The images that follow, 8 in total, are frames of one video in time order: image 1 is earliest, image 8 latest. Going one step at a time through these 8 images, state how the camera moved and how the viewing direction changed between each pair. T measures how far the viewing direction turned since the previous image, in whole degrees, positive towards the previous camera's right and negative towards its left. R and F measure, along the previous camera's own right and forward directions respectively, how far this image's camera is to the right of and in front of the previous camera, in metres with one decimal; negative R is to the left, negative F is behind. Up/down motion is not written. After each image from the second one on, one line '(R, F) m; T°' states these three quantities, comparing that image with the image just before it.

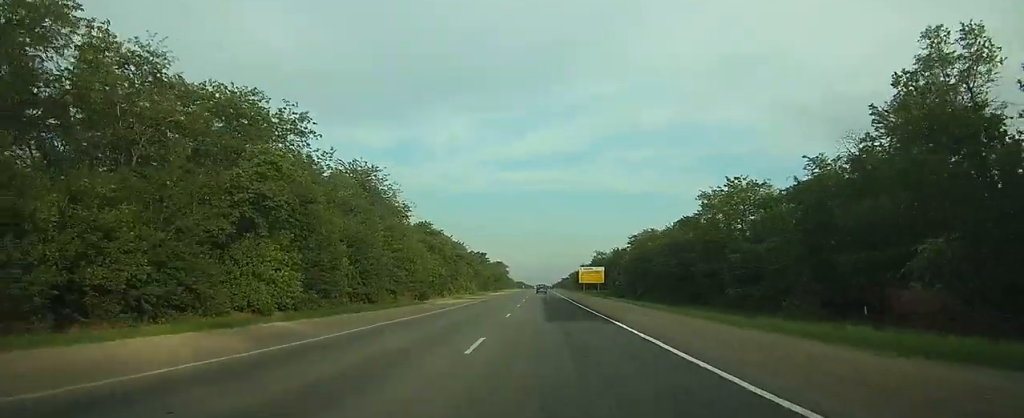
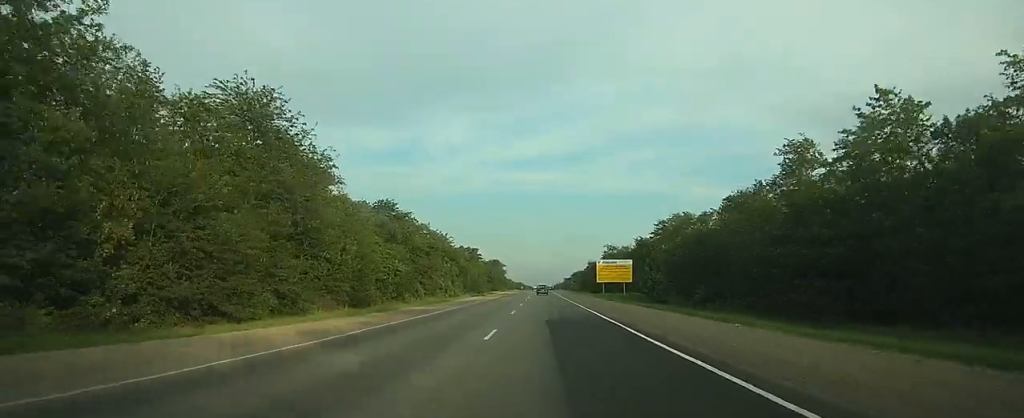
(-0.1, +32.8) m; 0°
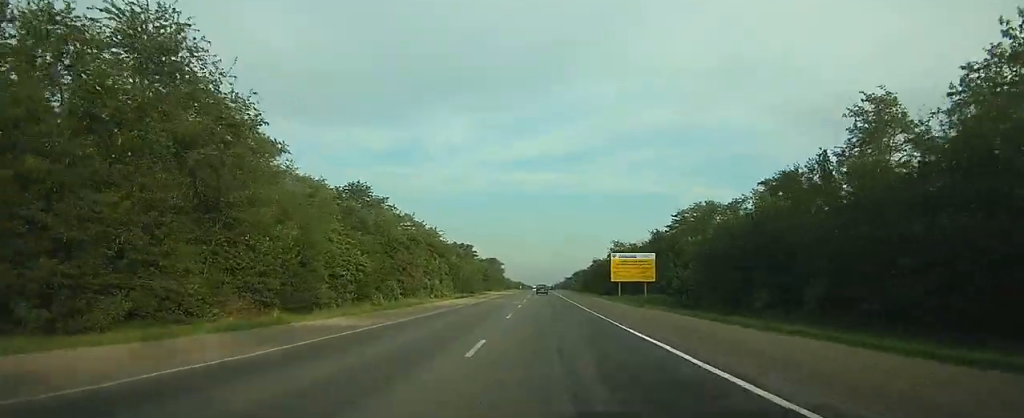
(0.0, +15.3) m; 0°
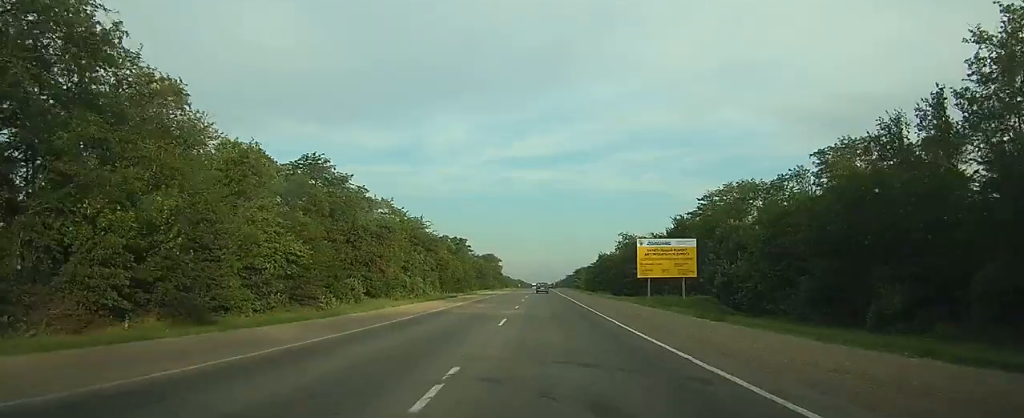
(0.0, +16.2) m; 0°
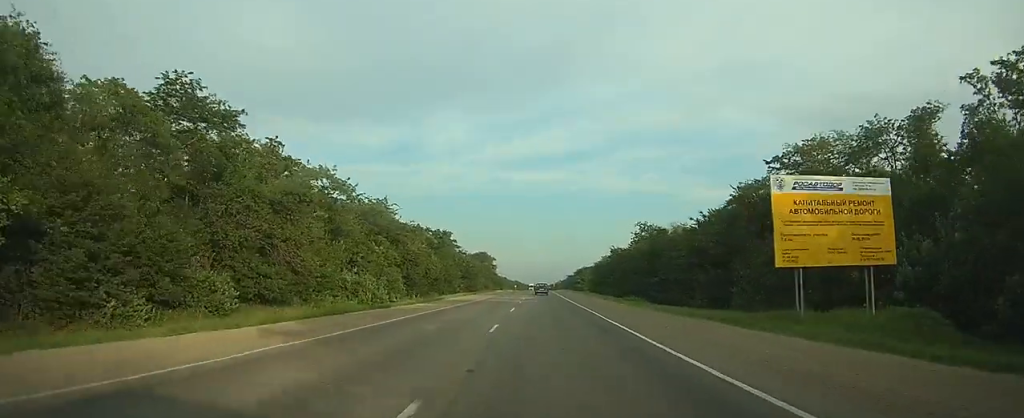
(+0.1, +26.1) m; 0°
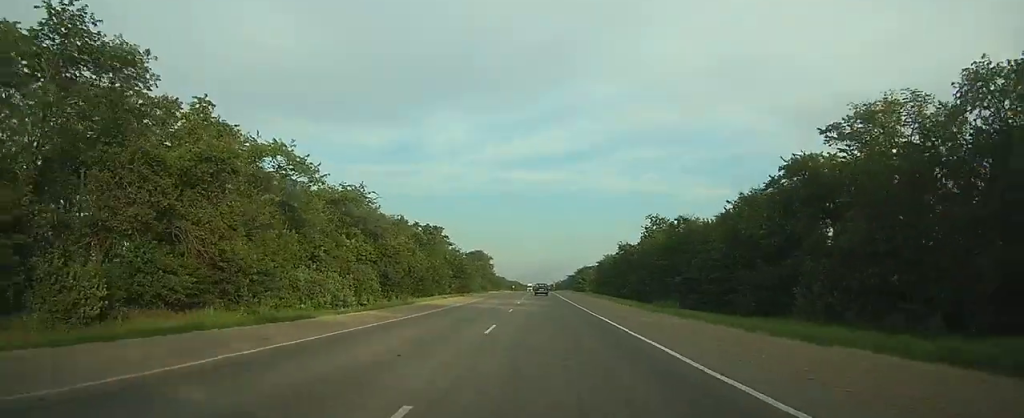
(0.0, +11.9) m; 0°
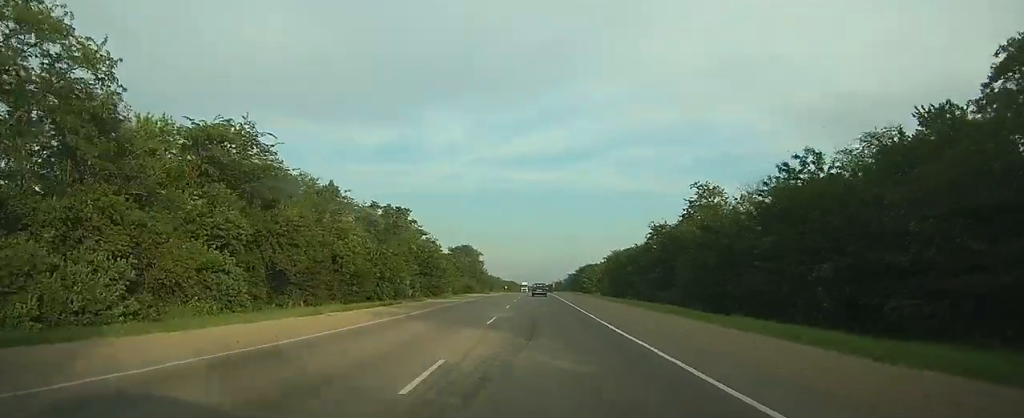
(+0.1, +30.8) m; 0°
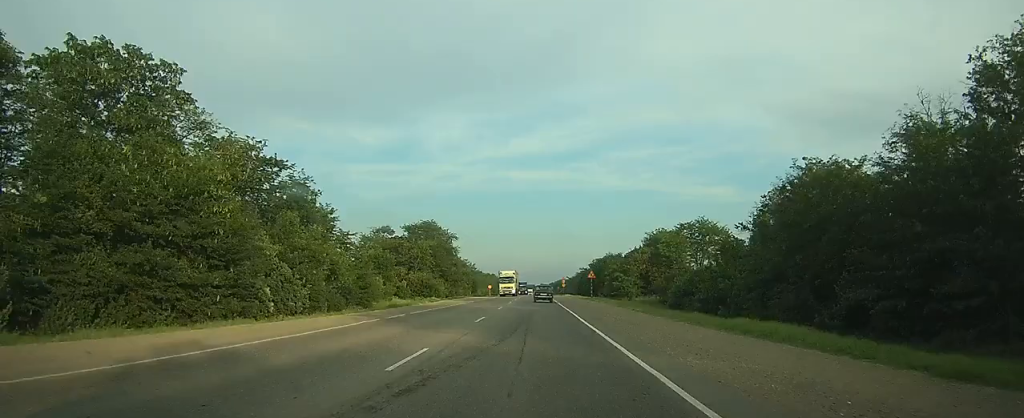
(+0.2, +62.5) m; 0°
